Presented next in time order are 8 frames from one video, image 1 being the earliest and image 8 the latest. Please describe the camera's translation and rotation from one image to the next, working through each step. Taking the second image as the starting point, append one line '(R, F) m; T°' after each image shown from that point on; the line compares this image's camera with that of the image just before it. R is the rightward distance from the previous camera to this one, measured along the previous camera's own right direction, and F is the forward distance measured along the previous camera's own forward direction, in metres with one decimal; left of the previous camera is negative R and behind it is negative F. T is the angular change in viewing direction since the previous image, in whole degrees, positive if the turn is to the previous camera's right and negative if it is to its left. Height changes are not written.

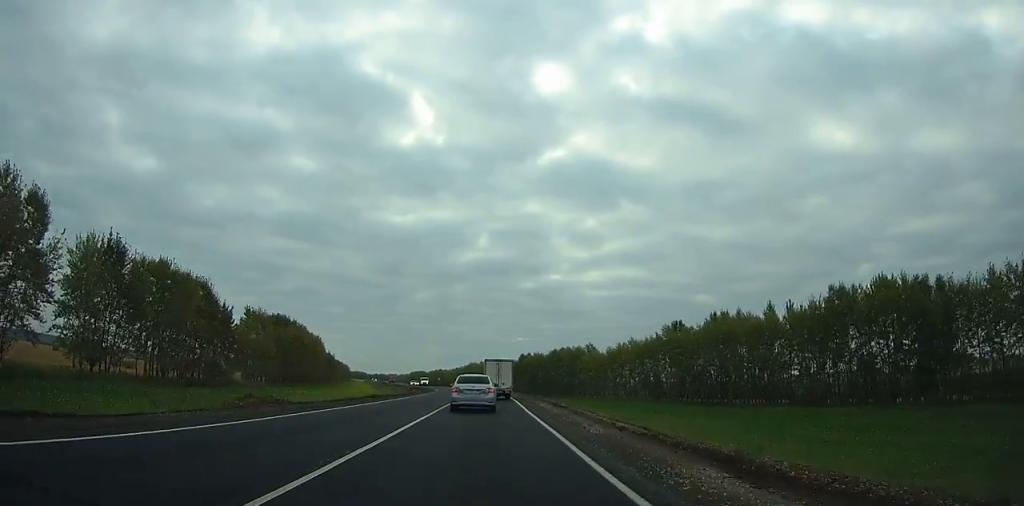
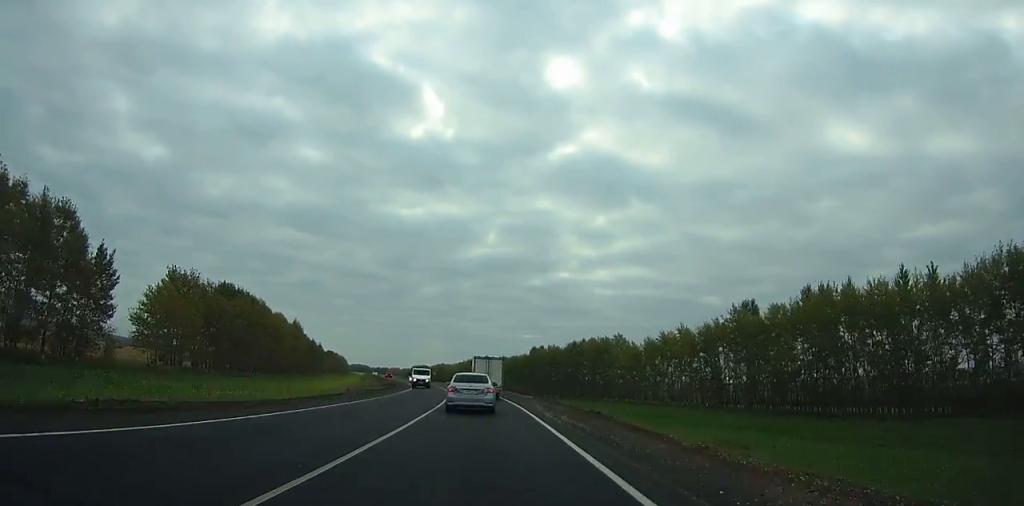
(0.0, +33.6) m; -1°
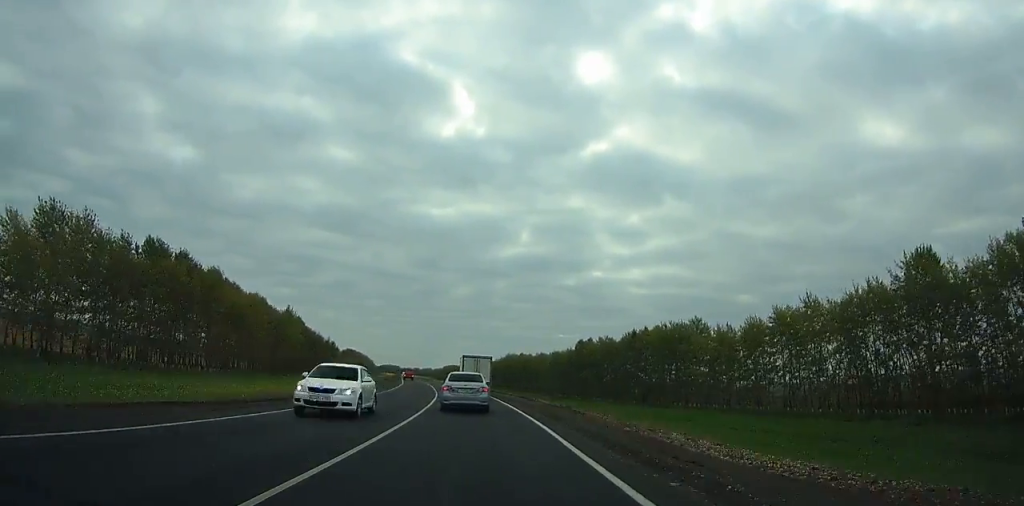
(-0.1, +36.6) m; -2°
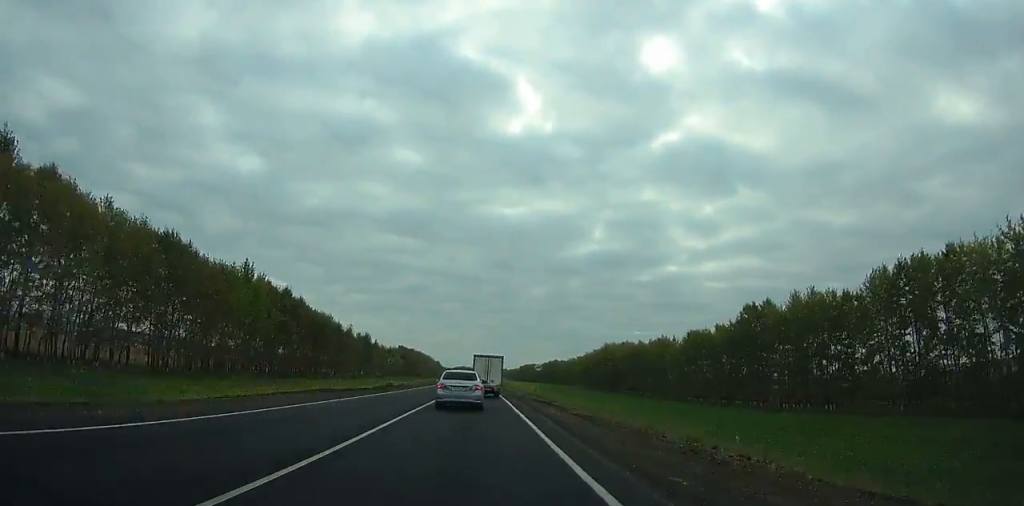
(-4.6, +68.4) m; -7°
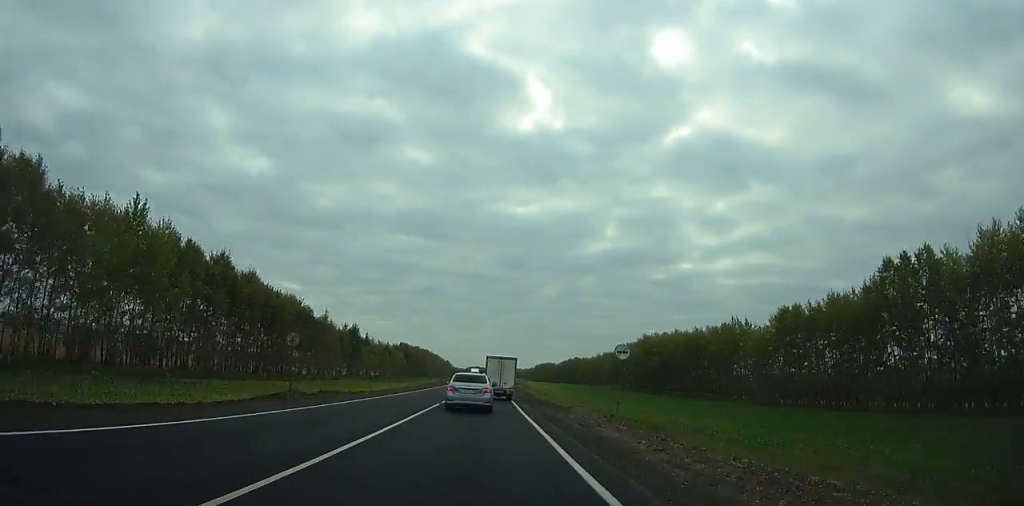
(-0.9, +34.0) m; -2°
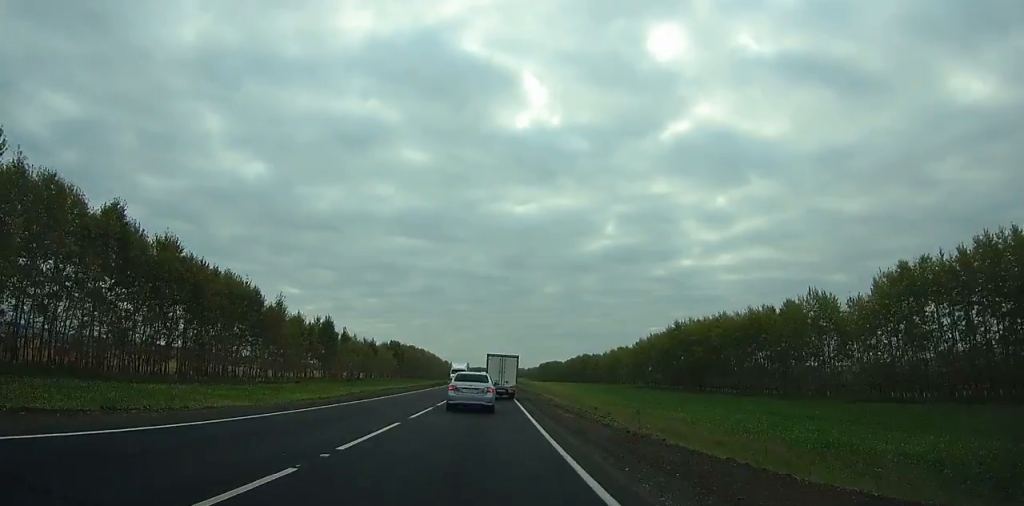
(-0.3, +27.0) m; -1°
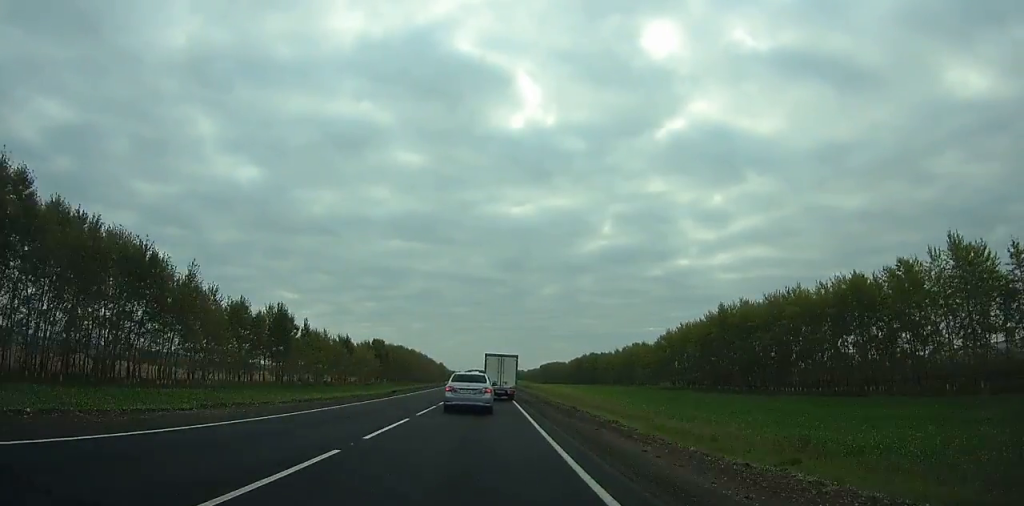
(-0.2, +29.6) m; 0°
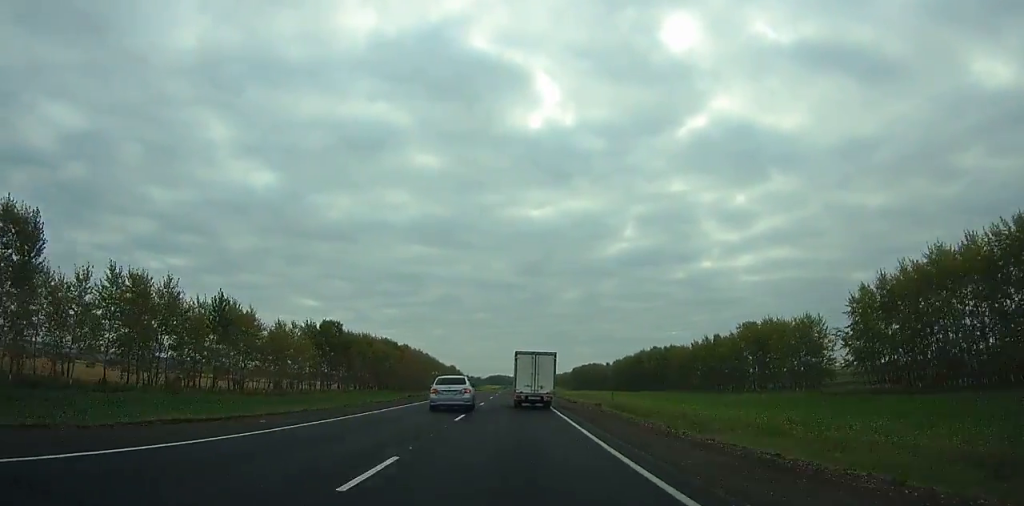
(-0.2, +80.1) m; -1°
